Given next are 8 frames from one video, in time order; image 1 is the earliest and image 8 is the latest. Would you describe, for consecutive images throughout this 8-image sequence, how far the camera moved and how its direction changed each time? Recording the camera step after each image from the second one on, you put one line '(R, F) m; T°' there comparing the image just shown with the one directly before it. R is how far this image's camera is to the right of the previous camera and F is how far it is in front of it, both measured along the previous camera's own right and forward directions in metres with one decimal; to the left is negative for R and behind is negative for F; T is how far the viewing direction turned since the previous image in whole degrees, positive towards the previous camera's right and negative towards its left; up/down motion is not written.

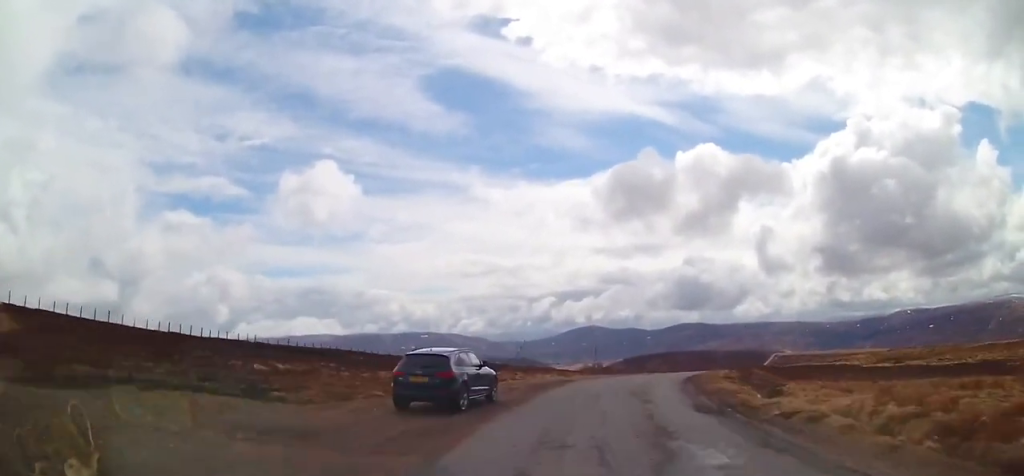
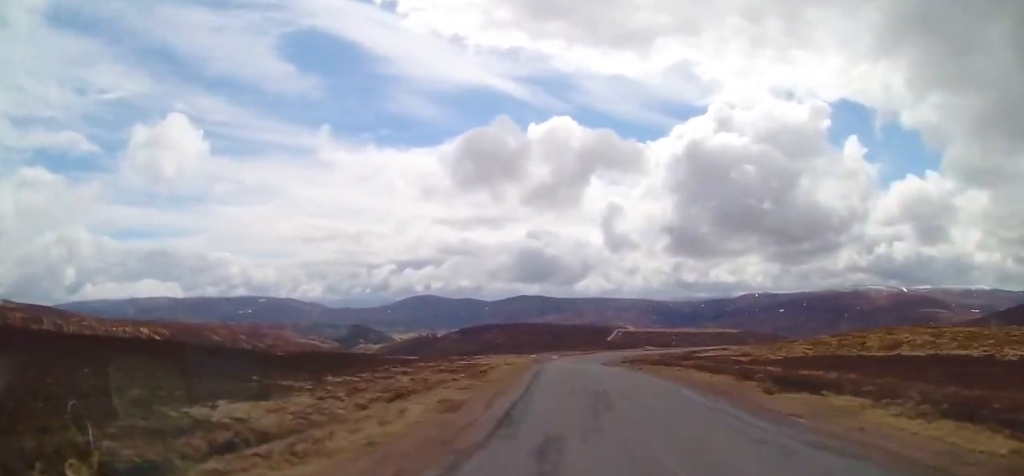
(+9.6, +69.6) m; +12°
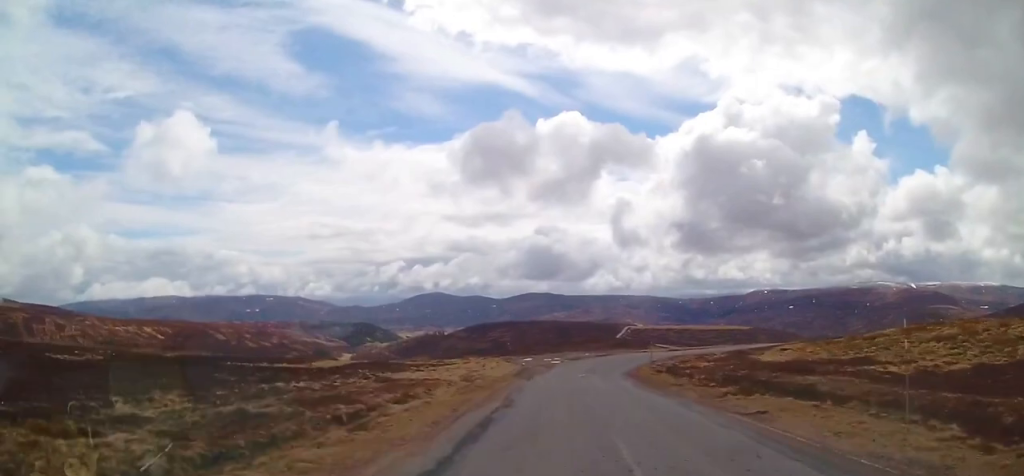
(-0.5, +23.3) m; +4°
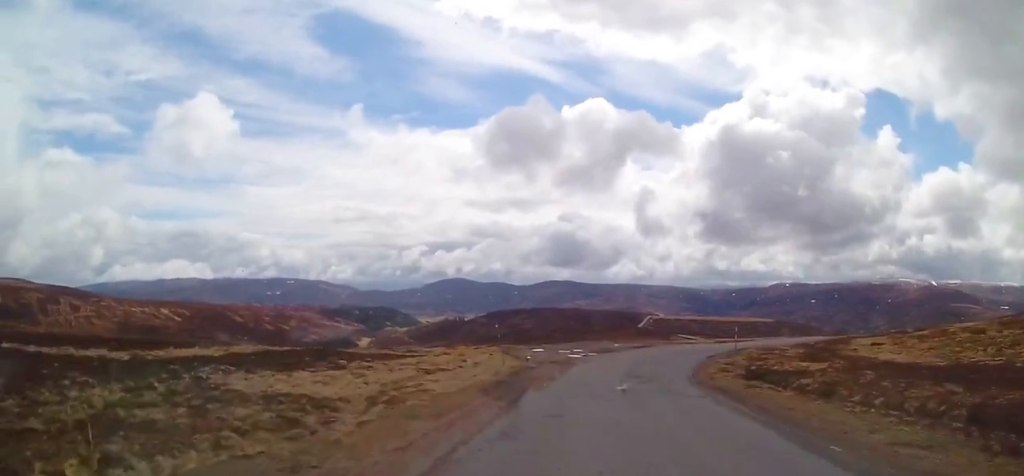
(-1.9, +18.7) m; +4°
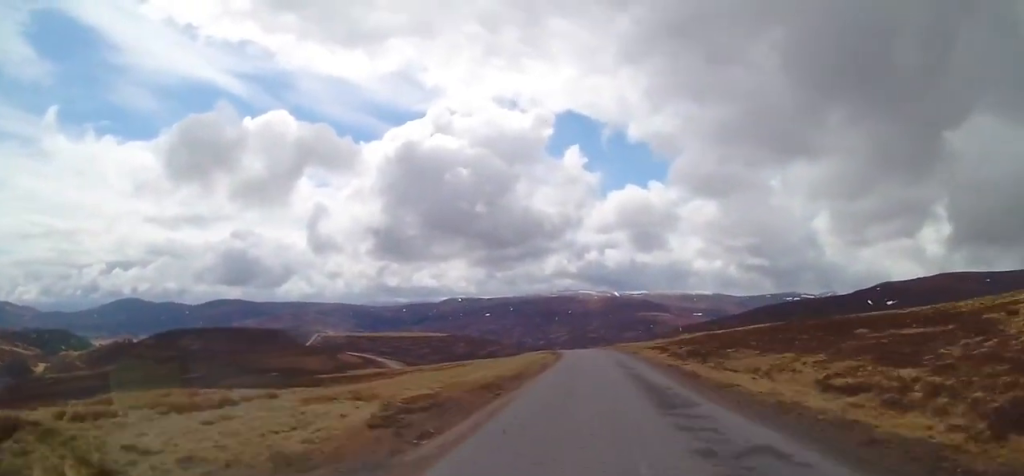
(+16.1, +65.9) m; +19°
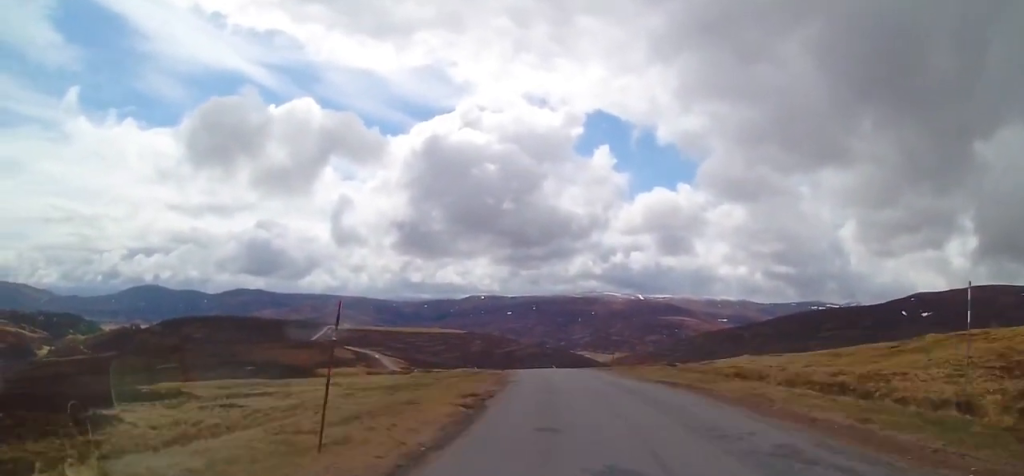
(+2.6, +76.1) m; -3°
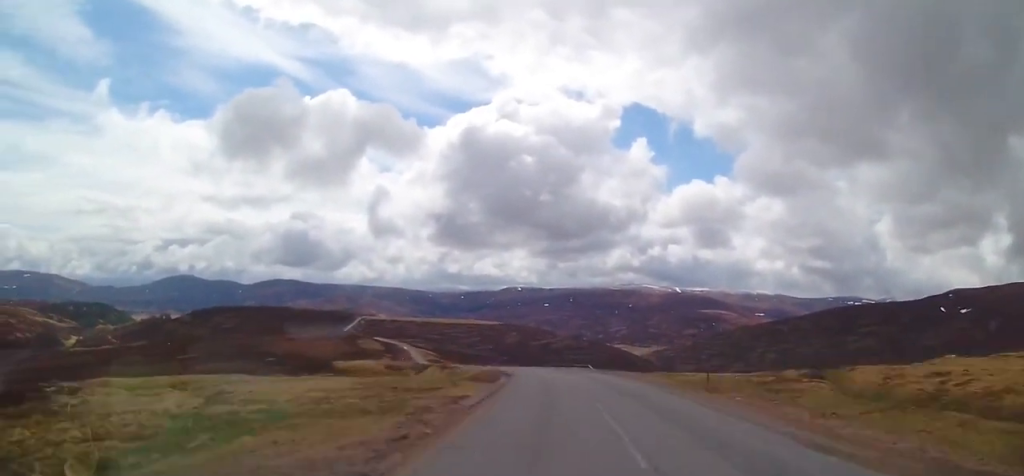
(-1.2, +26.9) m; -3°
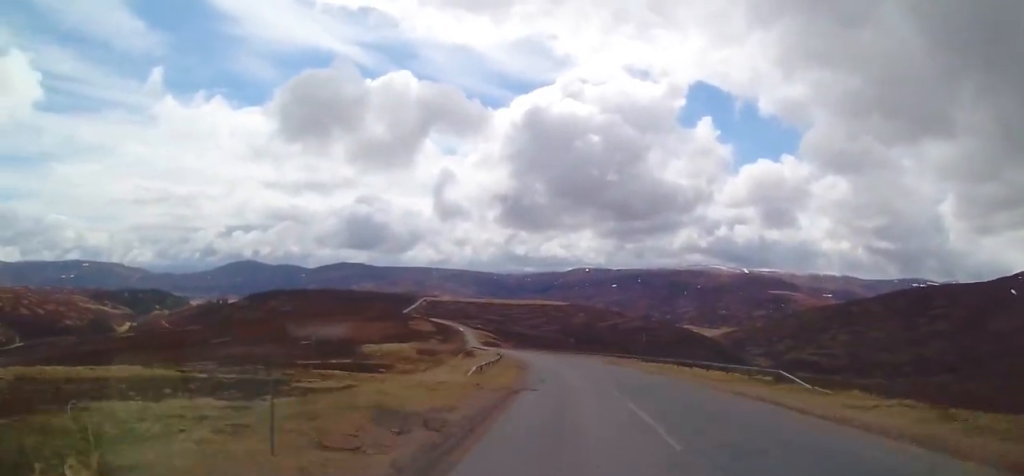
(-2.7, +52.7) m; -6°
